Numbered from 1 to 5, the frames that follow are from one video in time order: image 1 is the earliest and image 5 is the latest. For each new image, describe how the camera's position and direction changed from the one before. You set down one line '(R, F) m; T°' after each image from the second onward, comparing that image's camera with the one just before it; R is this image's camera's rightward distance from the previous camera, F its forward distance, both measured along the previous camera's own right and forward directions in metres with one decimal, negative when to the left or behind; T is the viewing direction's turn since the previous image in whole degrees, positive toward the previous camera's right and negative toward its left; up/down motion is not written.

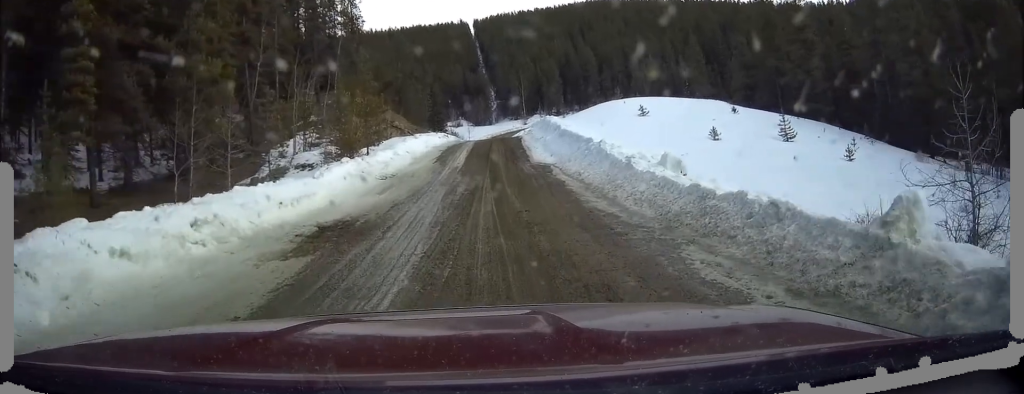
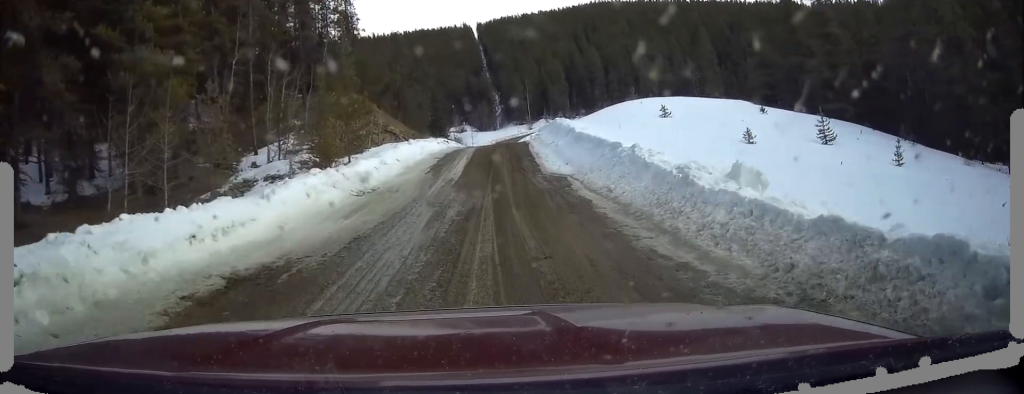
(0.0, +4.8) m; 0°
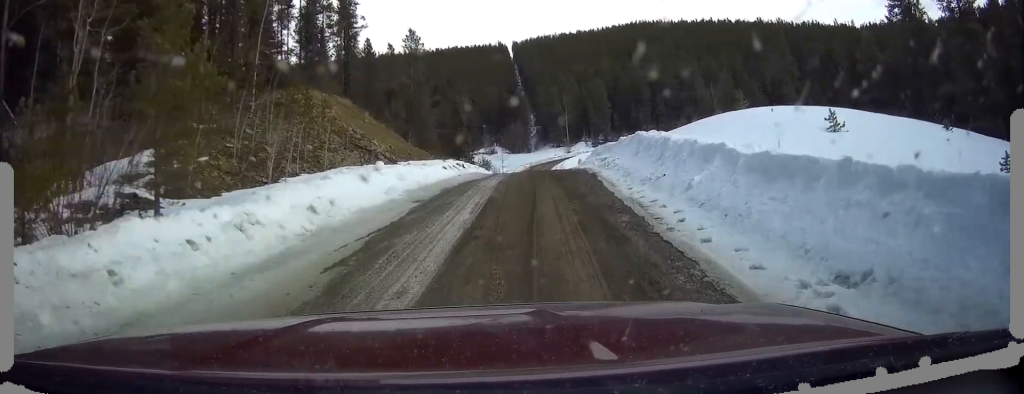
(-0.8, +18.7) m; -7°
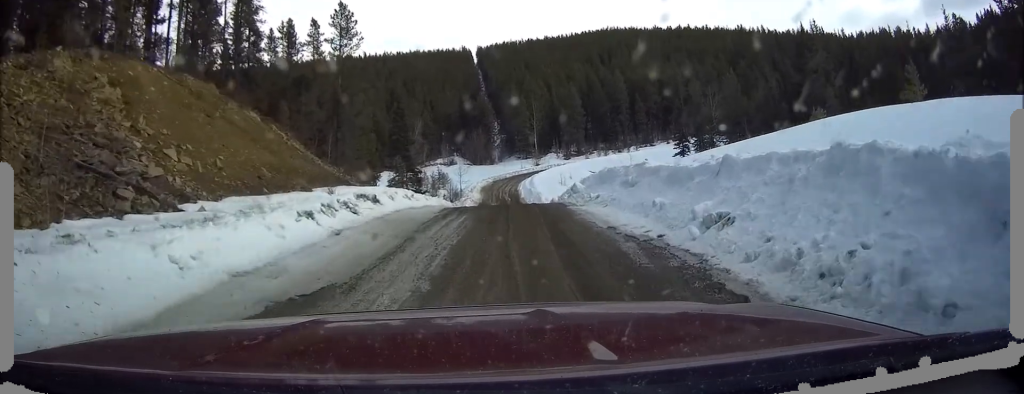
(+0.2, +18.4) m; +7°
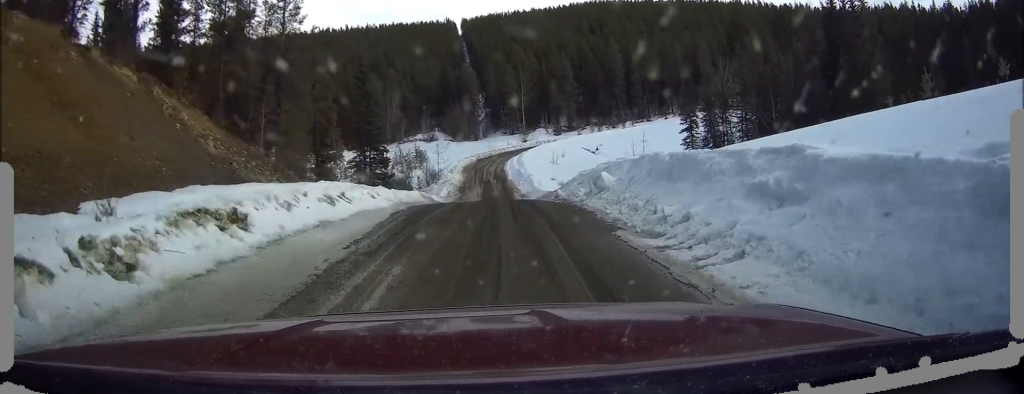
(+0.6, +11.3) m; +4°
